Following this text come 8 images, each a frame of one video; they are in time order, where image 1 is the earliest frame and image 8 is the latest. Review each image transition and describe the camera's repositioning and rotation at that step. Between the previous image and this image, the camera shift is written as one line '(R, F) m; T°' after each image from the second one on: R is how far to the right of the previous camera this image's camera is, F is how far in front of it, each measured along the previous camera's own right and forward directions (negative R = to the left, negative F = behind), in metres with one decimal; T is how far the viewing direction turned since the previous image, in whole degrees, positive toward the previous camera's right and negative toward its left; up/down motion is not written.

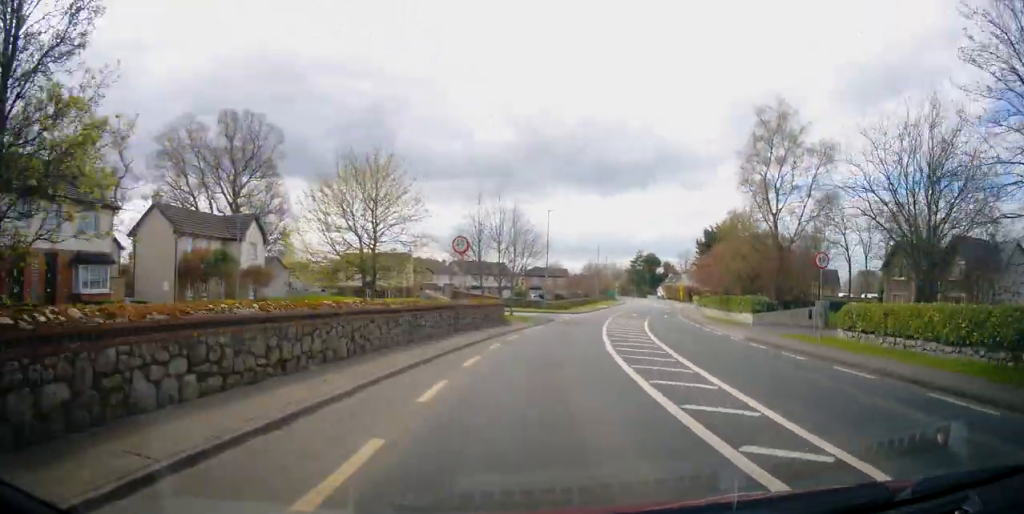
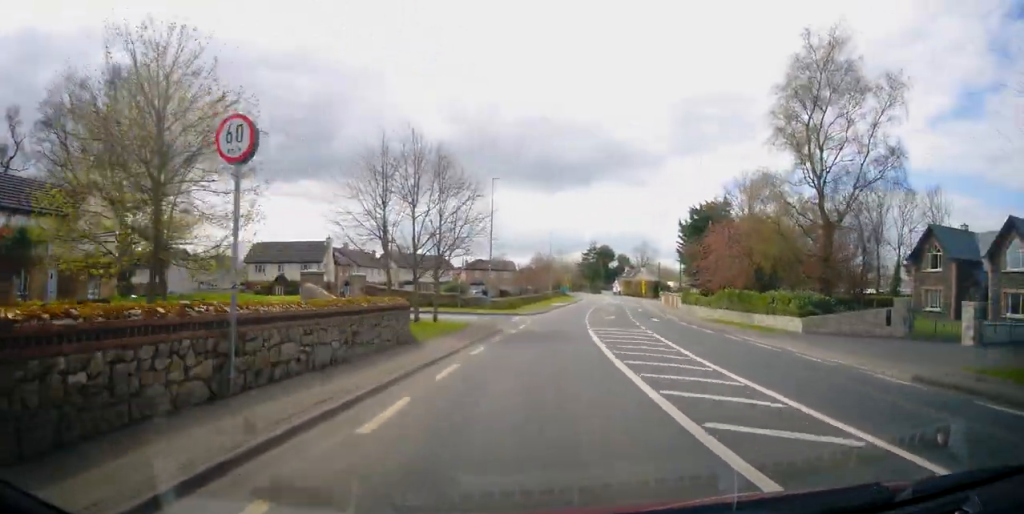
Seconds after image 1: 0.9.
(+0.5, +13.7) m; +6°
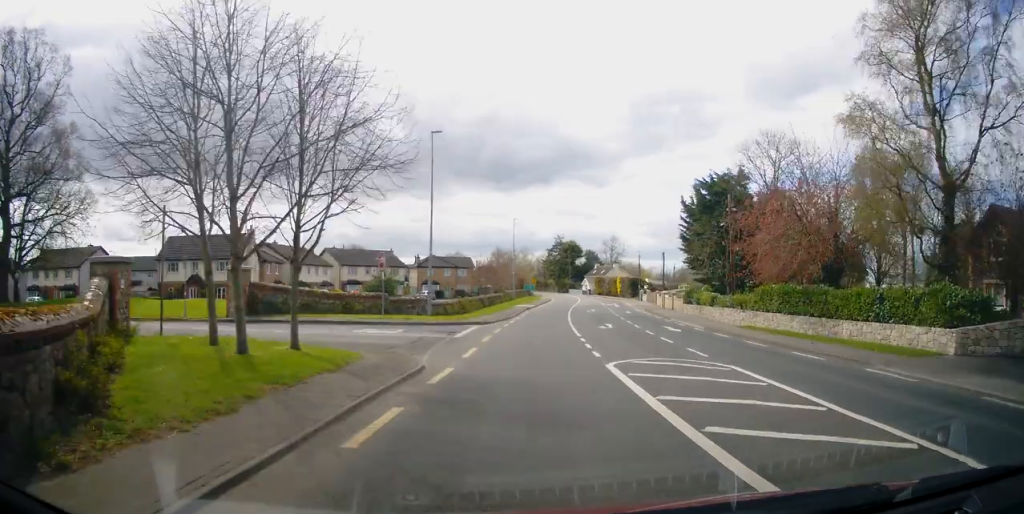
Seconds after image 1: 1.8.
(+0.7, +12.3) m; +4°
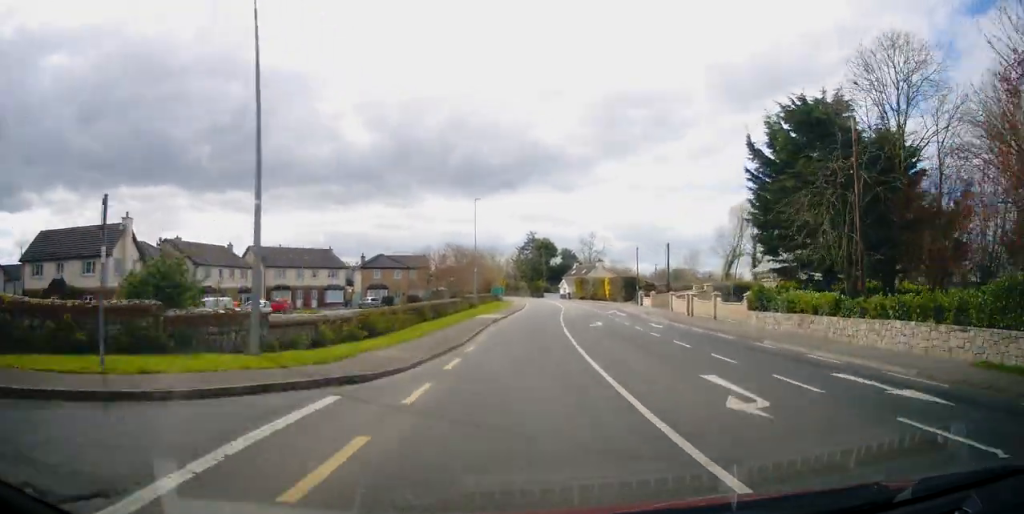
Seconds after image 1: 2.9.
(+0.2, +17.3) m; +3°
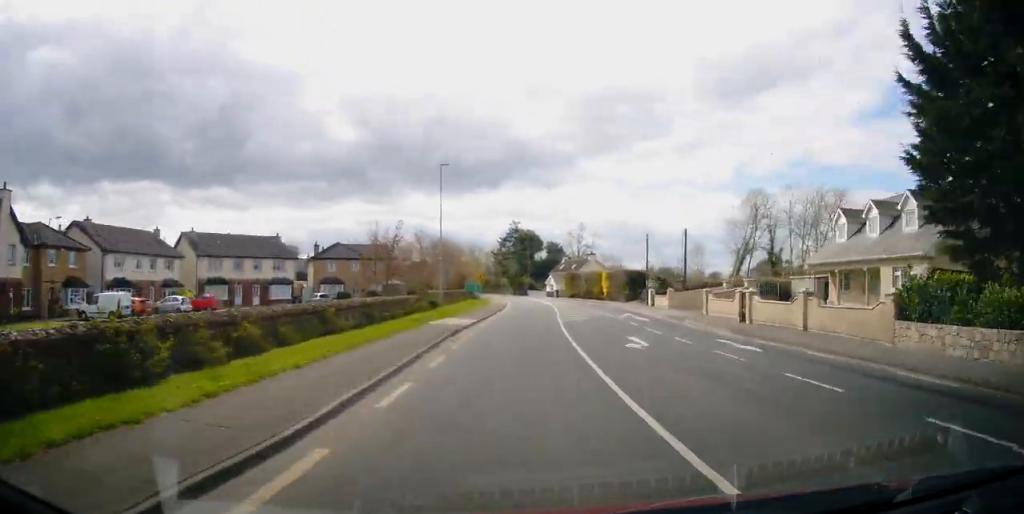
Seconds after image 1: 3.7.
(+0.4, +12.5) m; +2°
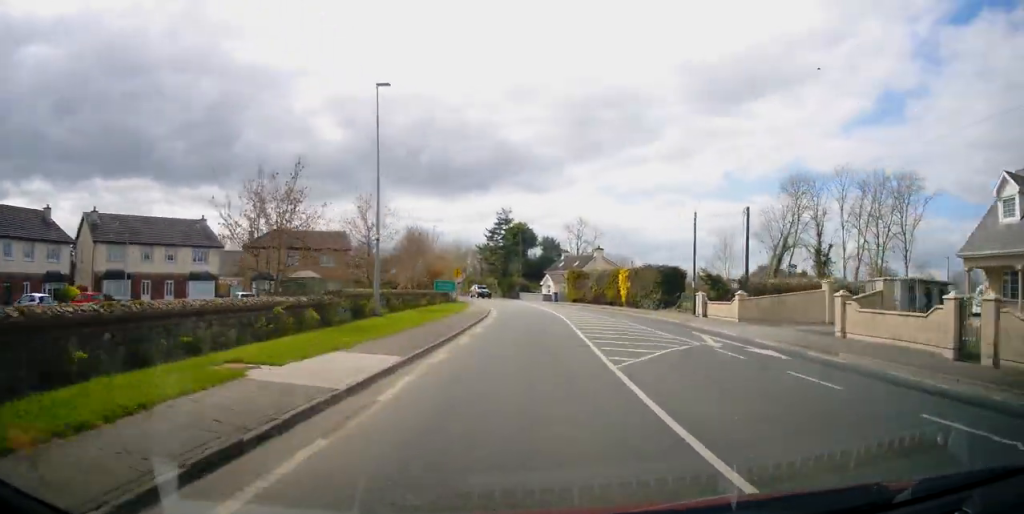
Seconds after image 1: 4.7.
(+0.2, +15.9) m; +1°
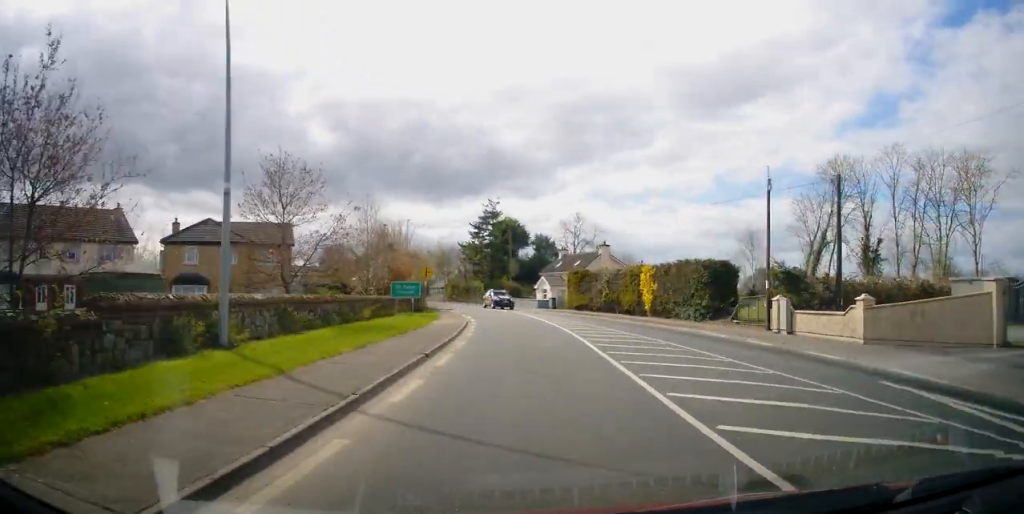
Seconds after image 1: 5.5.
(0.0, +12.1) m; 0°
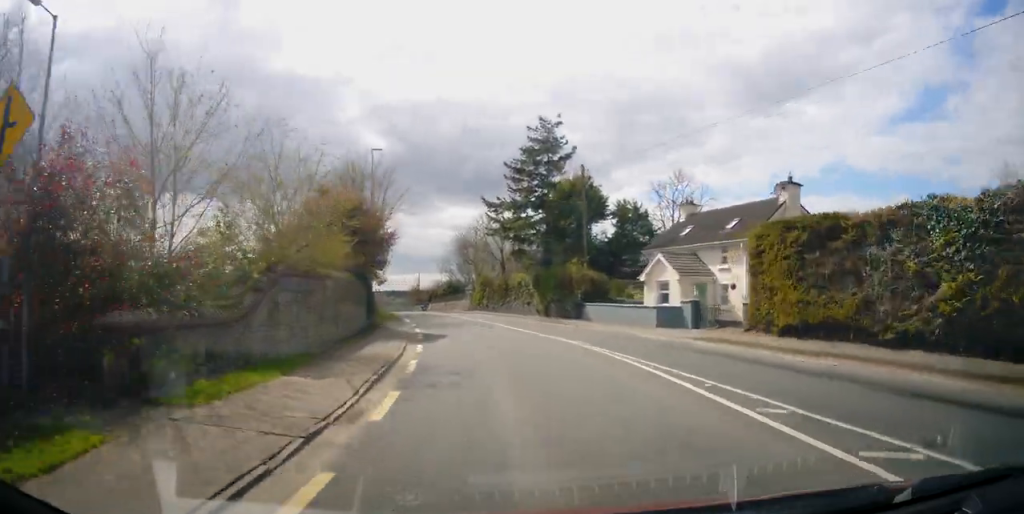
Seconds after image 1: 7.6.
(+0.1, +33.4) m; -3°
